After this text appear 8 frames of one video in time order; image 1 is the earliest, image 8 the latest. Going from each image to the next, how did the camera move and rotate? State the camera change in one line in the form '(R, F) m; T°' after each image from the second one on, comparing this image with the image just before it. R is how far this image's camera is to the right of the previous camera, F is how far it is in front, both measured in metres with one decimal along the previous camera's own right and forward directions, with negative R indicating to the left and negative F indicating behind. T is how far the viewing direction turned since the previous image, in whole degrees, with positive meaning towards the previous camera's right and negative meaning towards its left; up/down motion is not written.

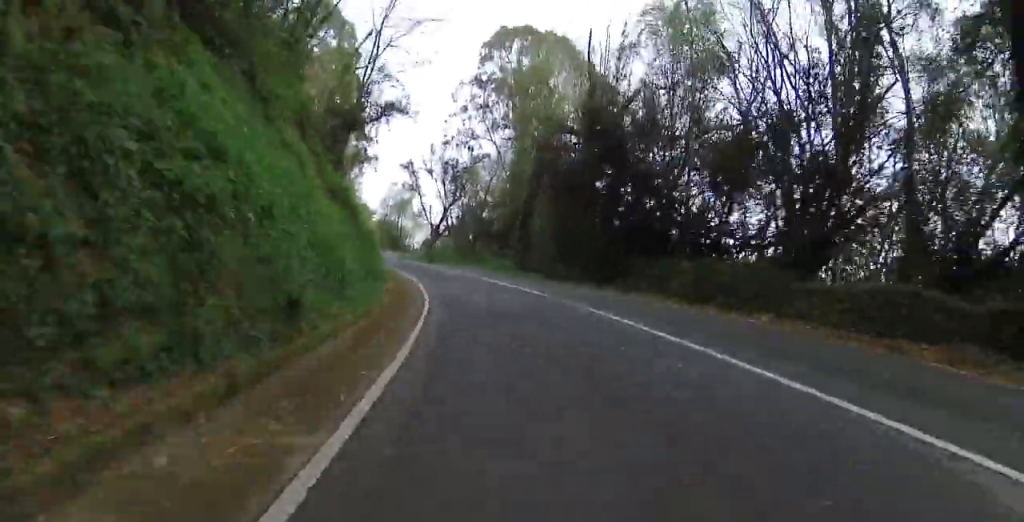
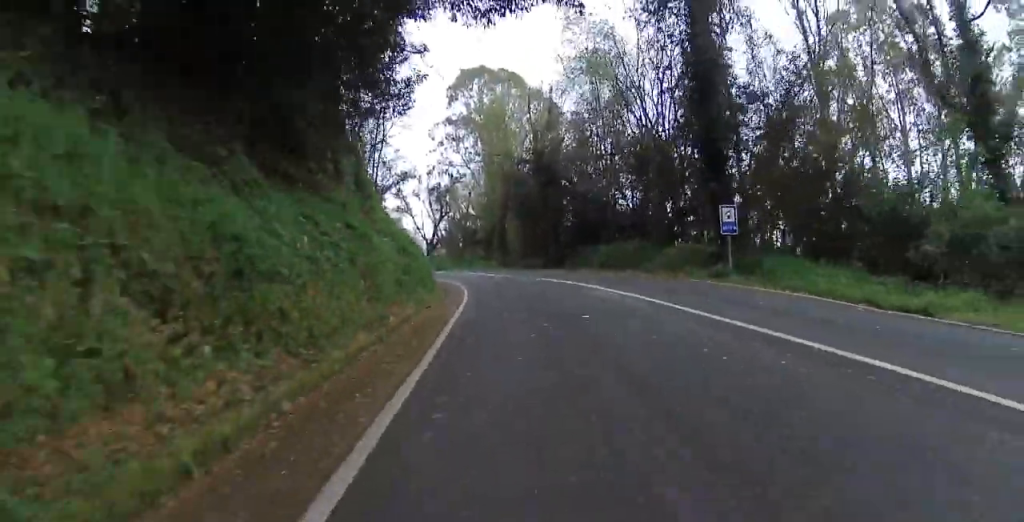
(+0.7, +13.9) m; +5°
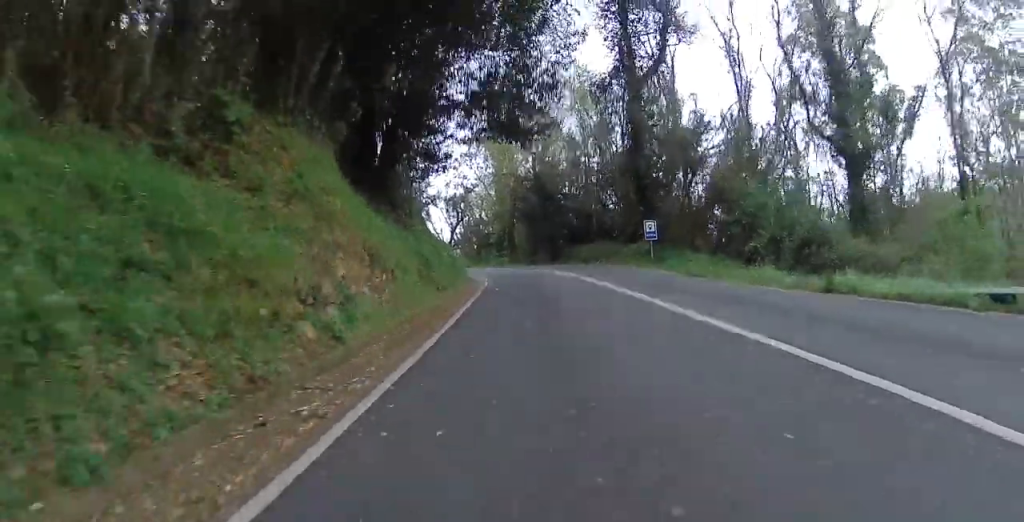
(+0.4, +11.5) m; +1°
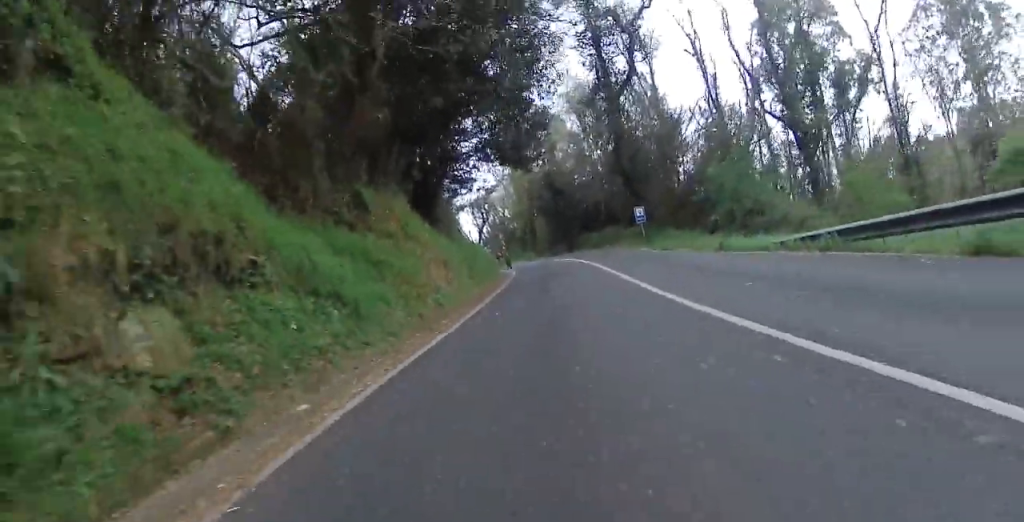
(+0.1, +7.7) m; -3°
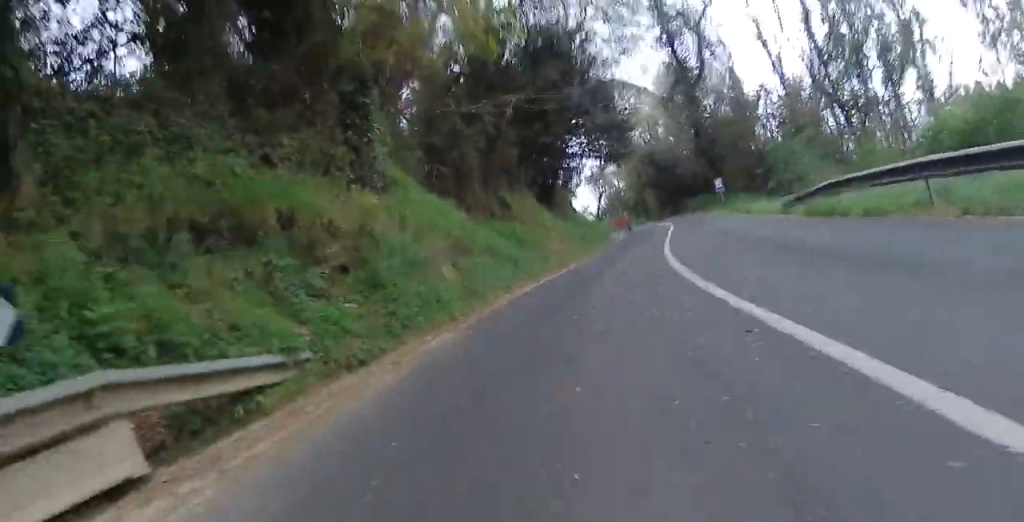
(-0.6, +8.6) m; -9°
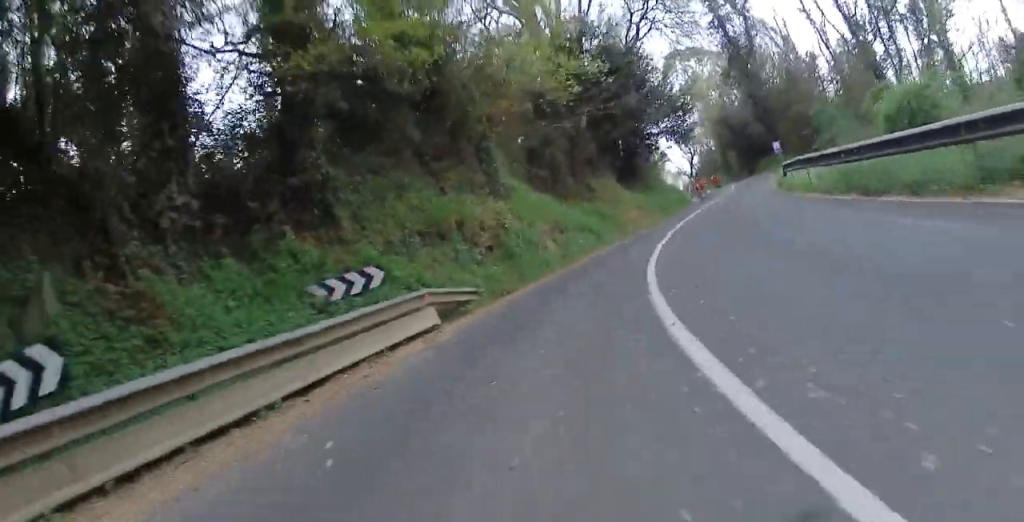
(-0.8, +7.8) m; -14°
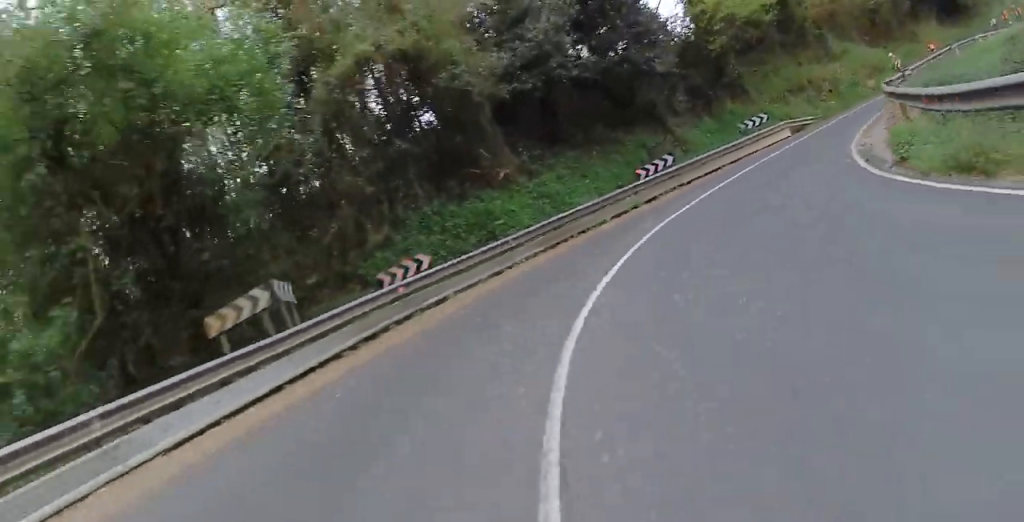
(-6.5, +15.5) m; -45°
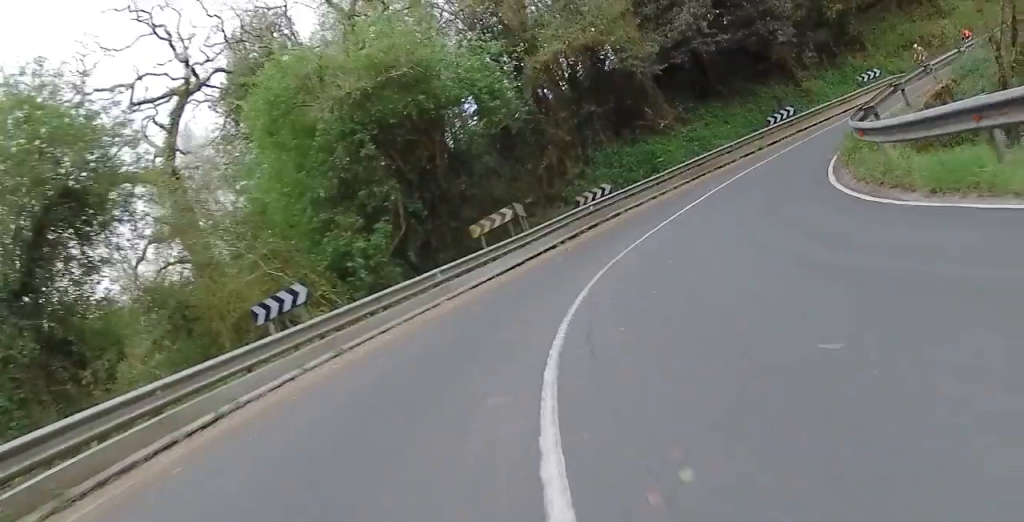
(-0.9, +6.6) m; -16°
